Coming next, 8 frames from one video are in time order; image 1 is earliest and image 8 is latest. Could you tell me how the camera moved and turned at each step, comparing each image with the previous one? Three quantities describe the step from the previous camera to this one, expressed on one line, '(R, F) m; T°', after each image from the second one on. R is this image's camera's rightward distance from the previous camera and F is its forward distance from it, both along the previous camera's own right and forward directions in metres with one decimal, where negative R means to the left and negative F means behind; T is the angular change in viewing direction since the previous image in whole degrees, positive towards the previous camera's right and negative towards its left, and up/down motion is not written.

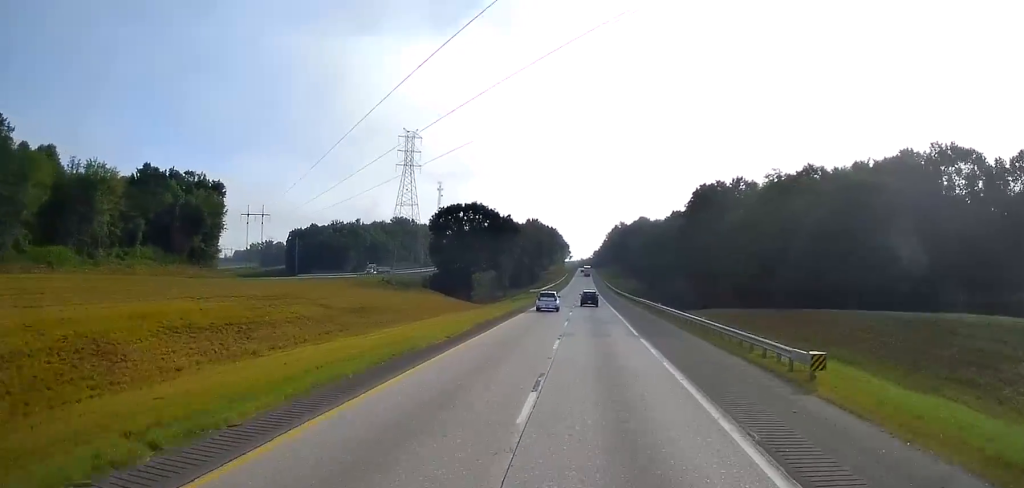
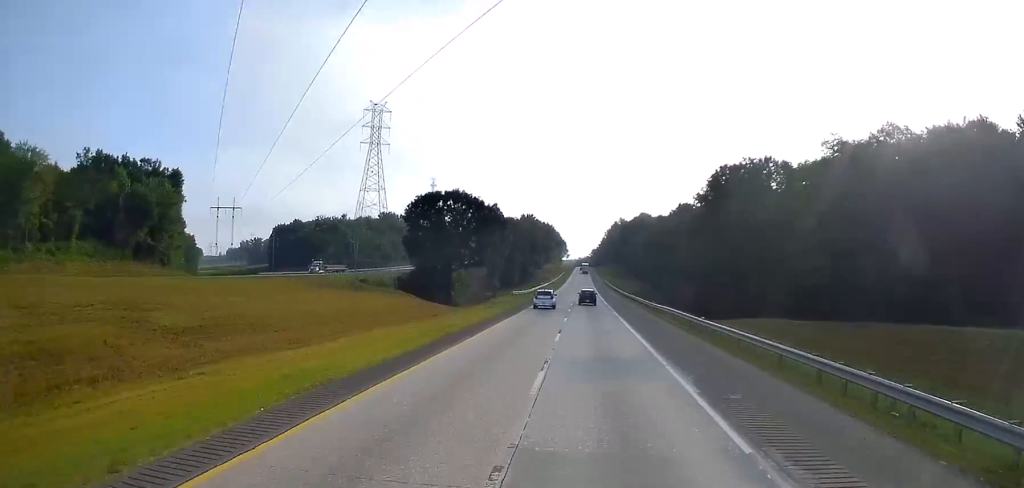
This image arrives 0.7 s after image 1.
(-0.1, +21.3) m; 0°
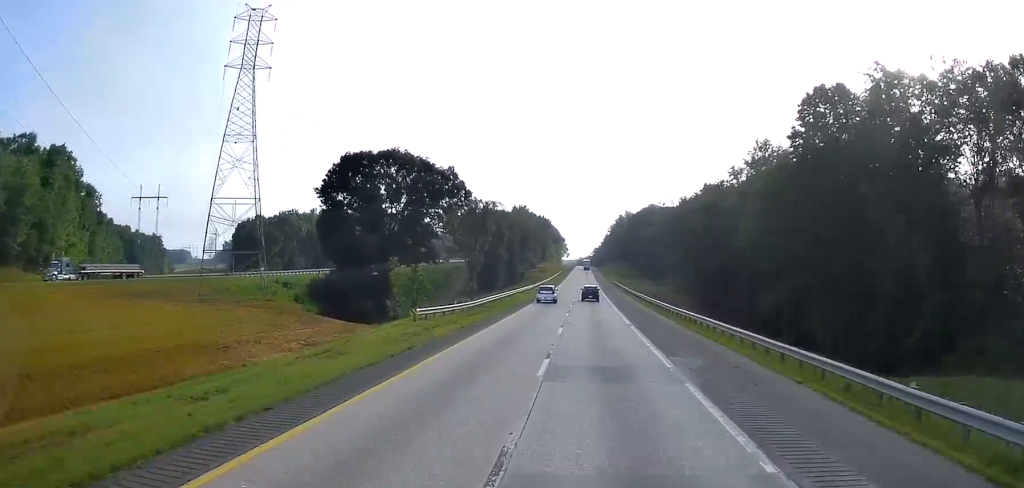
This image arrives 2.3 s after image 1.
(+1.3, +47.0) m; +1°
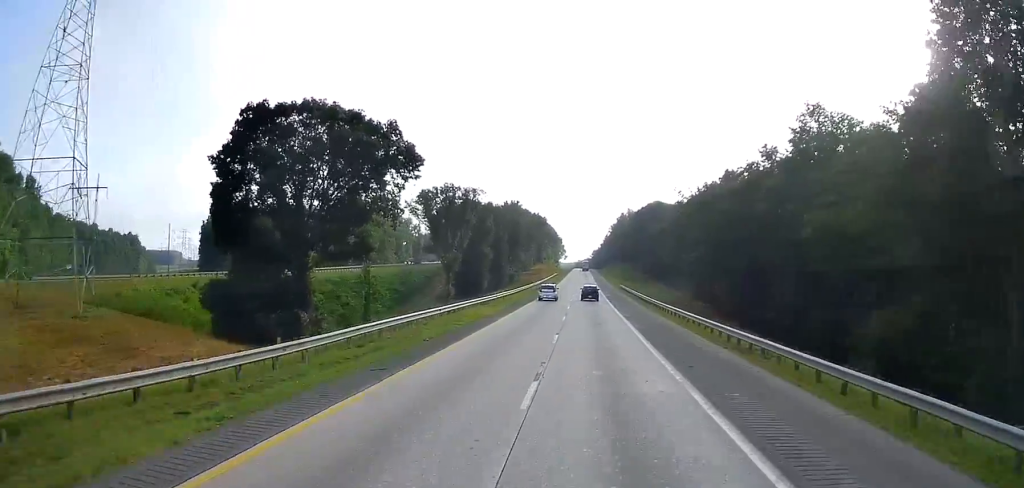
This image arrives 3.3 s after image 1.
(-1.0, +28.5) m; -1°
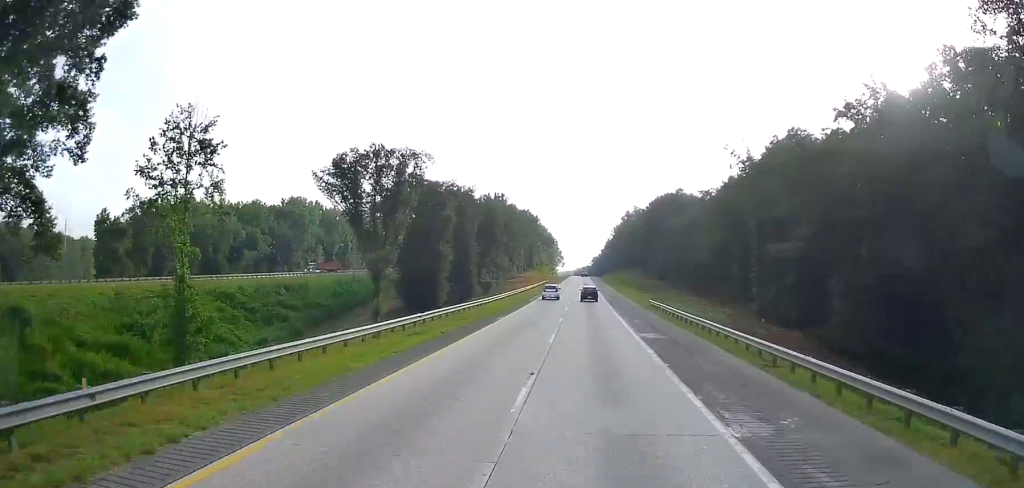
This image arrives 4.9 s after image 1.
(+0.9, +49.9) m; 0°
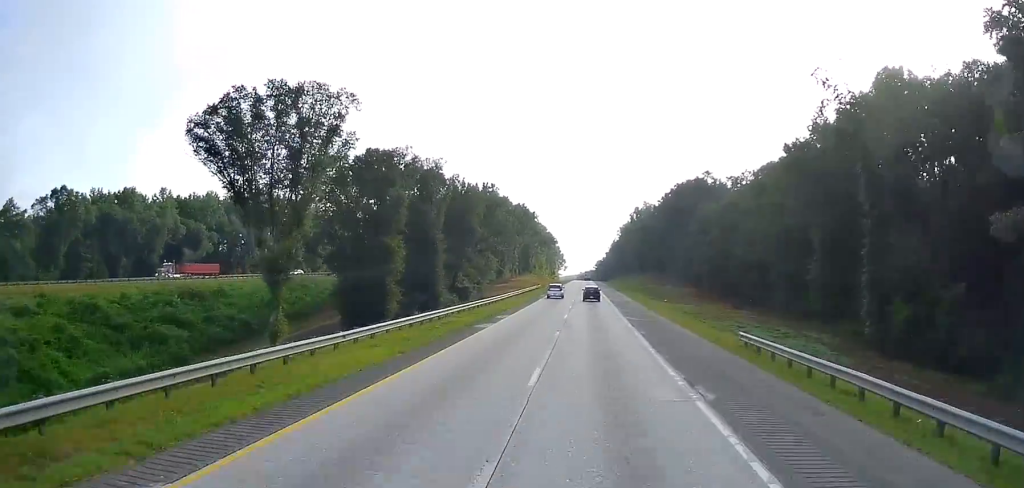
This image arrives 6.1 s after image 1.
(-0.4, +33.7) m; 0°
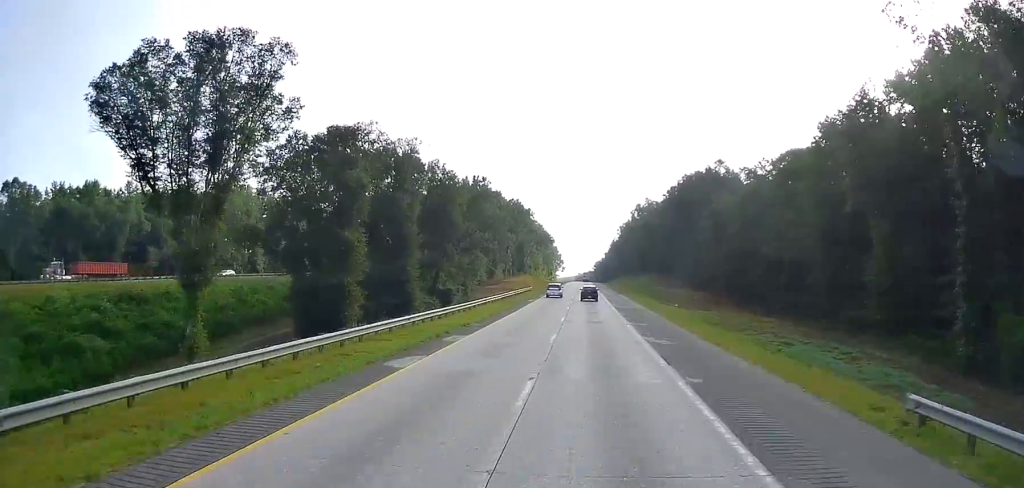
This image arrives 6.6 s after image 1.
(0.0, +14.6) m; 0°
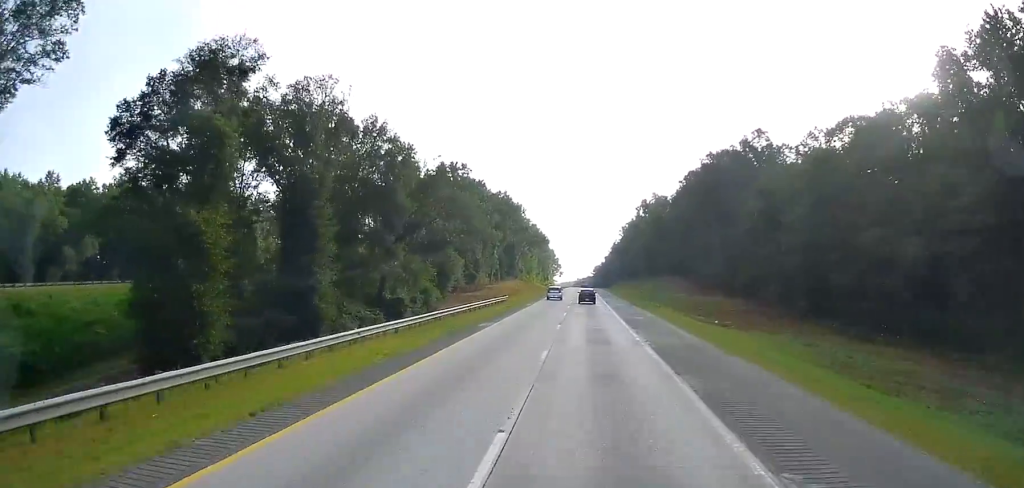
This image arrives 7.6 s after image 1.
(+0.3, +29.6) m; 0°
